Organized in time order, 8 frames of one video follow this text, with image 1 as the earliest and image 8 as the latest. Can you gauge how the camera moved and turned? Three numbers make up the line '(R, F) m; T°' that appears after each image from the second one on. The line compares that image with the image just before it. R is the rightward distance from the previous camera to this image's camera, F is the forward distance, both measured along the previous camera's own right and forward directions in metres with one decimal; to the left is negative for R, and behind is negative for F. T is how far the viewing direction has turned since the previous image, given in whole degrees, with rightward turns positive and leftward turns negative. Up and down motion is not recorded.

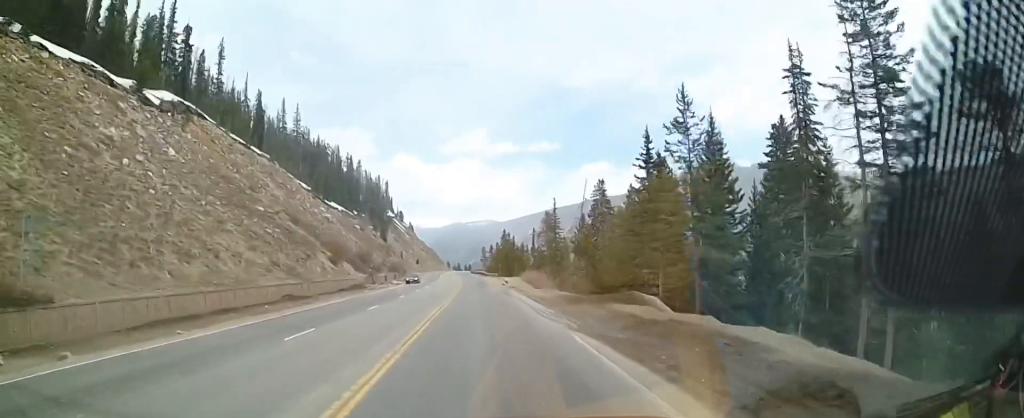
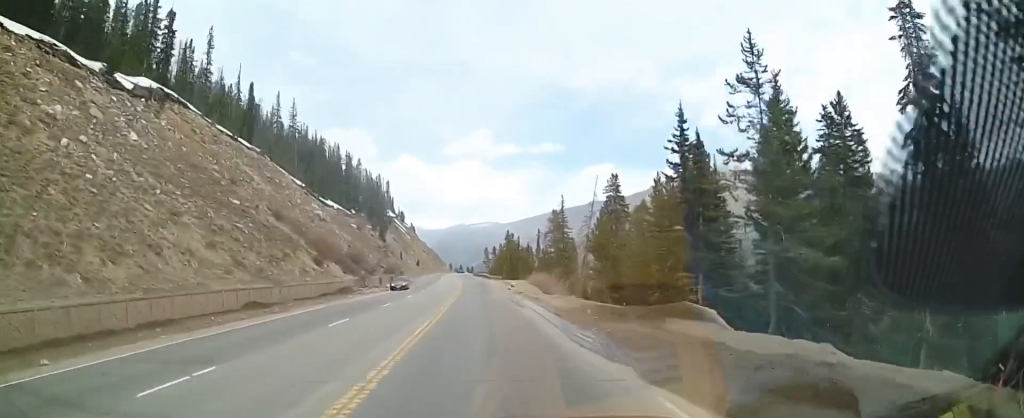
(-0.3, +7.6) m; -1°
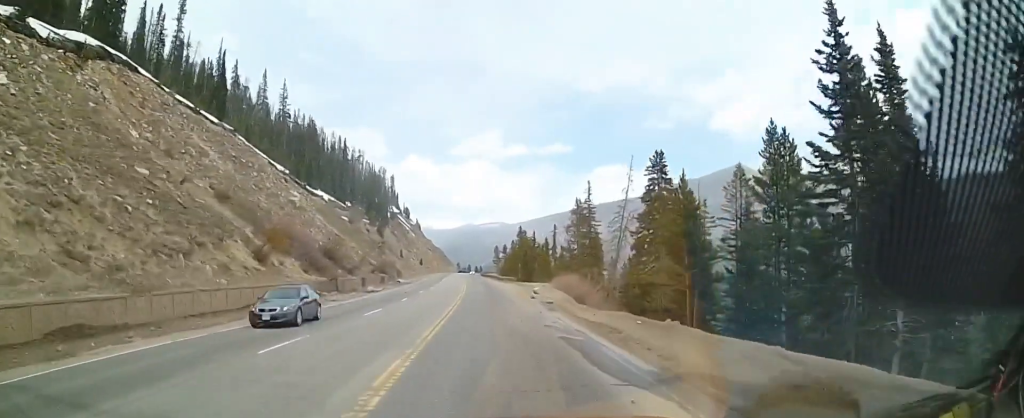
(-0.4, +18.2) m; -2°
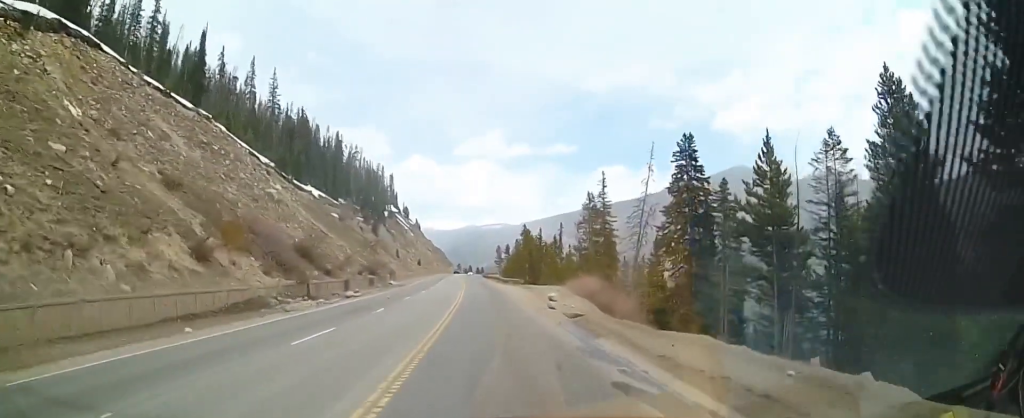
(-0.1, +9.8) m; 0°
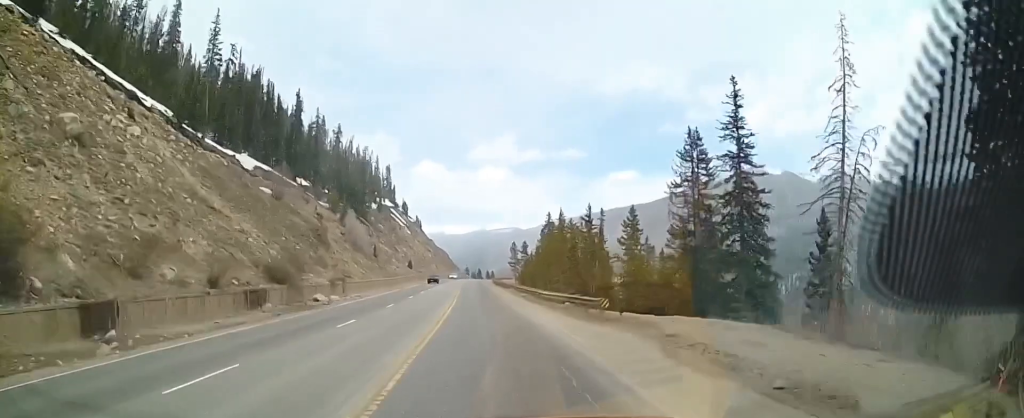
(+0.3, +42.4) m; 0°
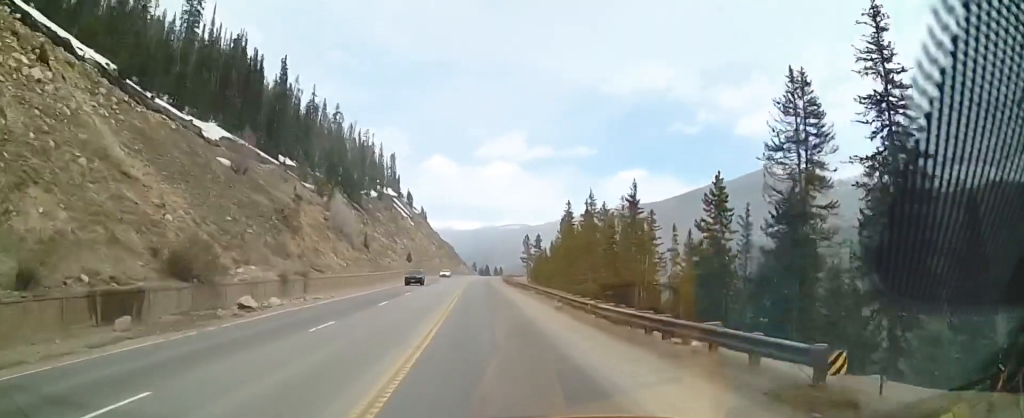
(-0.2, +15.7) m; -2°
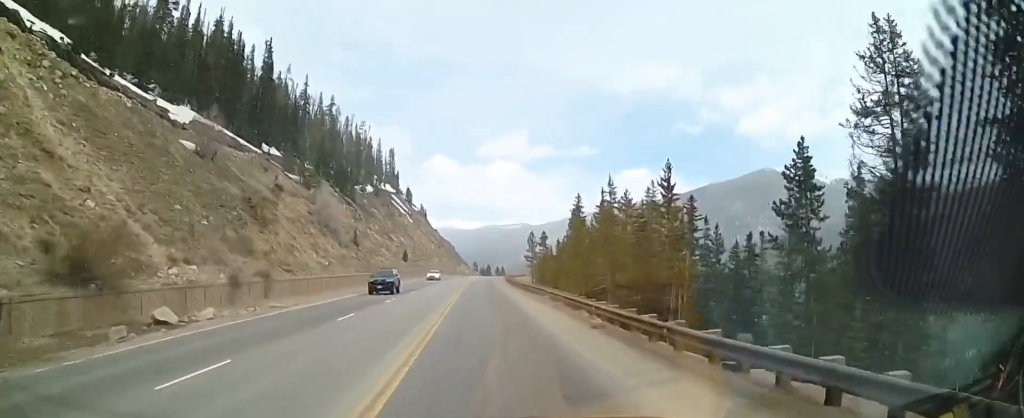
(+0.1, +8.7) m; -1°
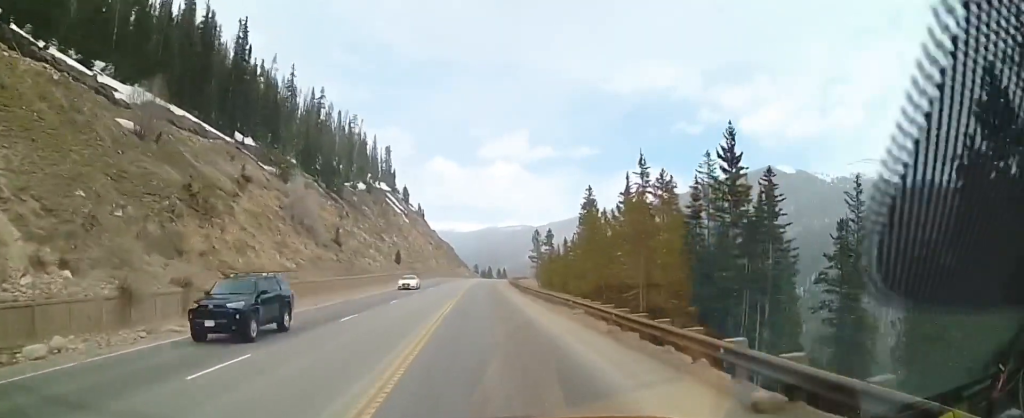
(-0.3, +10.9) m; -1°
